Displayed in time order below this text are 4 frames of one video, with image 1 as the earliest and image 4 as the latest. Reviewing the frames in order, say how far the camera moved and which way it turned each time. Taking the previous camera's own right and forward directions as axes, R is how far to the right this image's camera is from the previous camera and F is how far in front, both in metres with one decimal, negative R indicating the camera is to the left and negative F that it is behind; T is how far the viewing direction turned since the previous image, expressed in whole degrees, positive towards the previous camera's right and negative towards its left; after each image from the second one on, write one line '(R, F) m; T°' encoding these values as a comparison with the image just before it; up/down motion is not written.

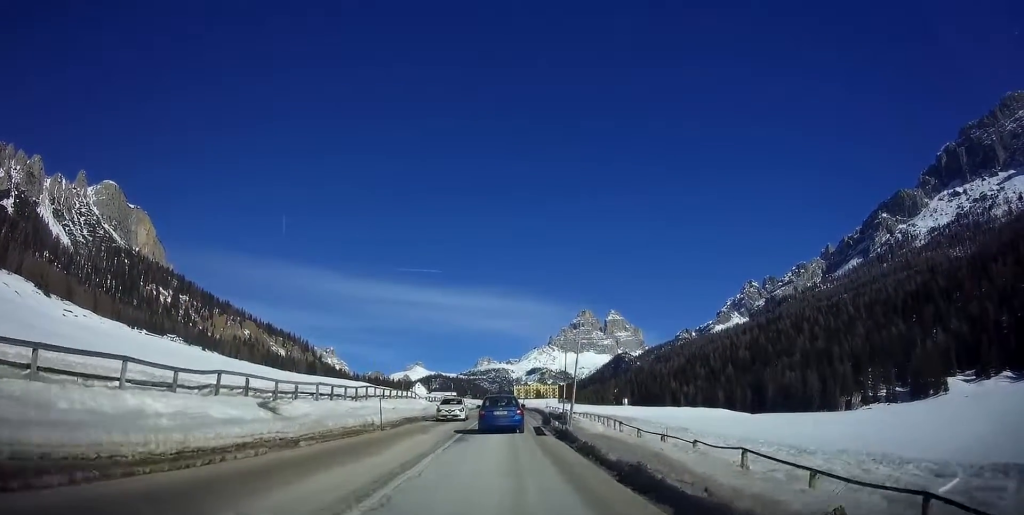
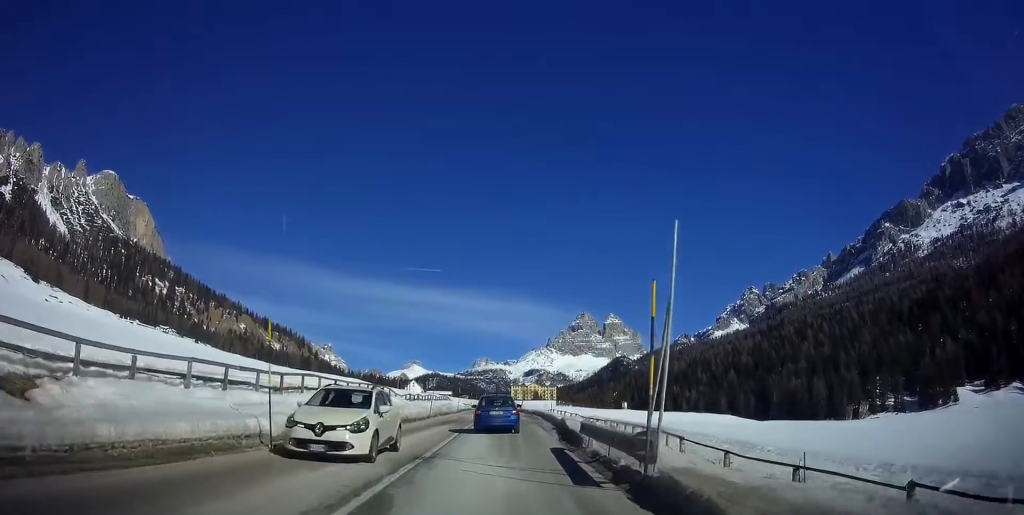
(-0.1, +11.7) m; 0°
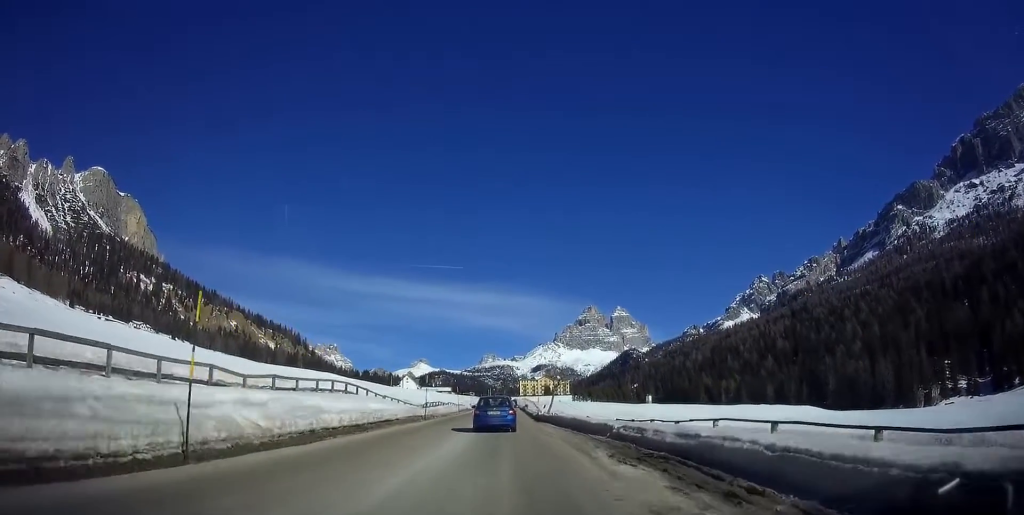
(-0.6, +59.4) m; -1°
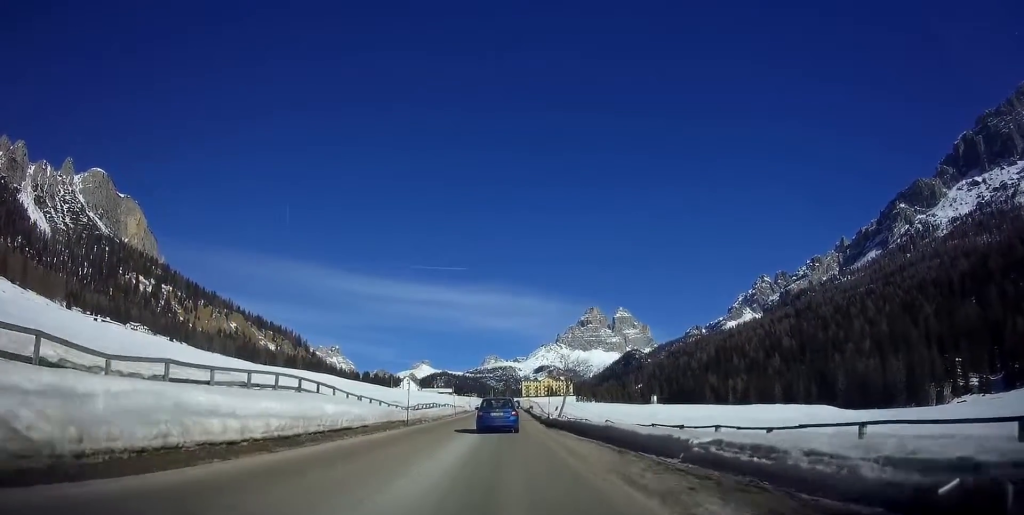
(+0.1, +7.8) m; 0°
